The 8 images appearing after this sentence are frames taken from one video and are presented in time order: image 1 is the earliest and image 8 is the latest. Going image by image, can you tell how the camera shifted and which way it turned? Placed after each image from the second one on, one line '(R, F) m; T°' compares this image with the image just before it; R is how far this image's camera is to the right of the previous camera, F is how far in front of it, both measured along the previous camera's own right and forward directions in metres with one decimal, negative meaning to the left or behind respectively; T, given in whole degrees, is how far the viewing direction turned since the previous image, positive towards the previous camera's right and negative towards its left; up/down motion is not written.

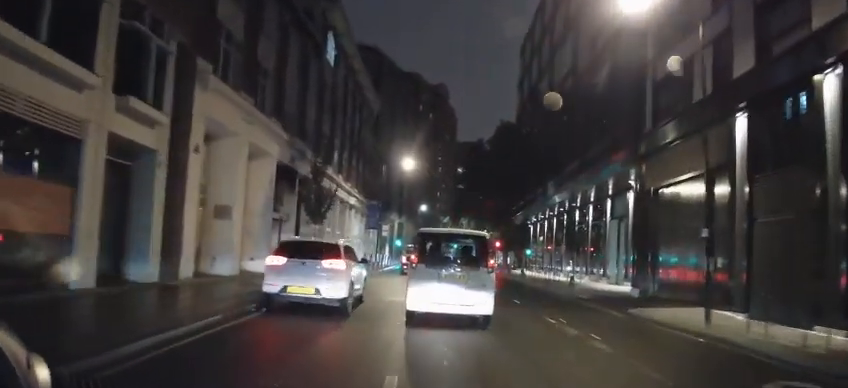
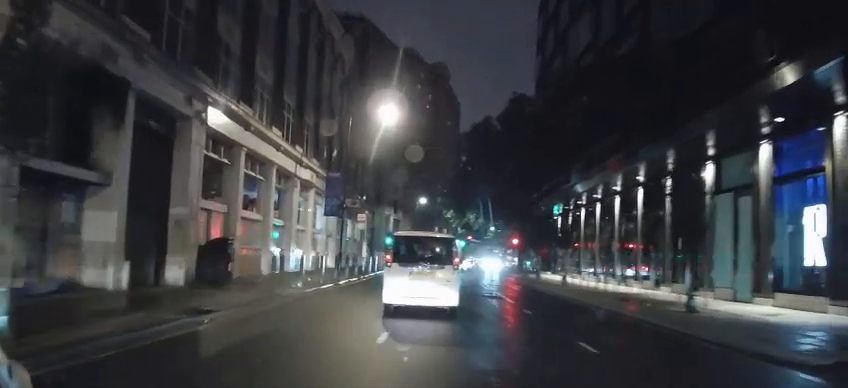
(-0.8, +14.5) m; -4°
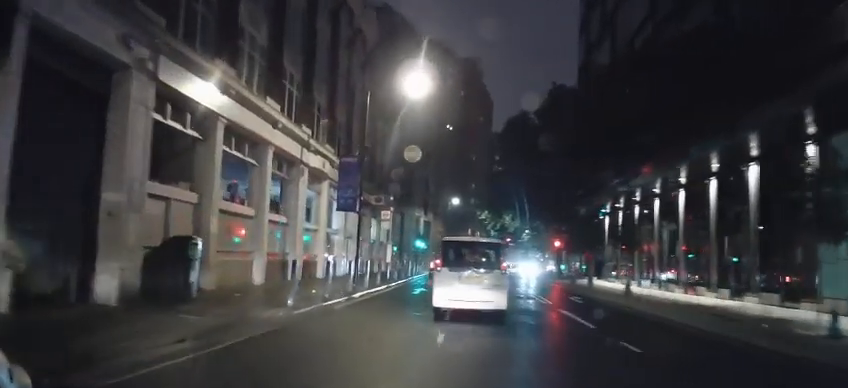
(0.0, +4.9) m; 0°
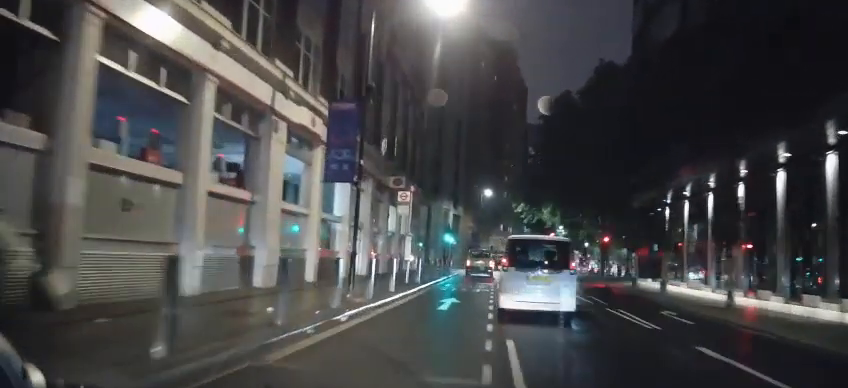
(0.0, +6.7) m; 0°
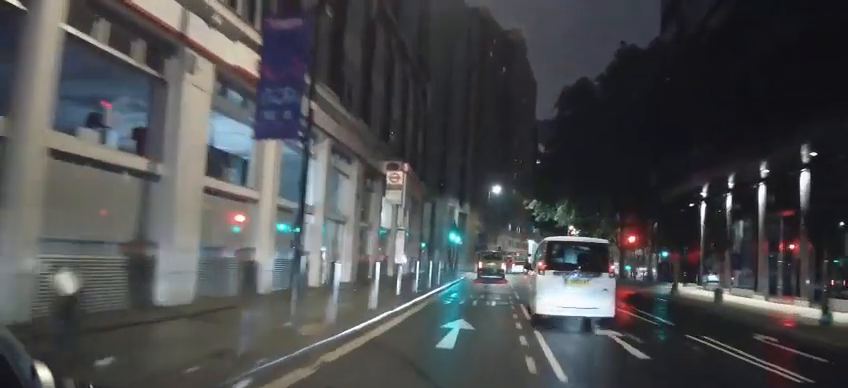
(0.0, +5.1) m; 0°
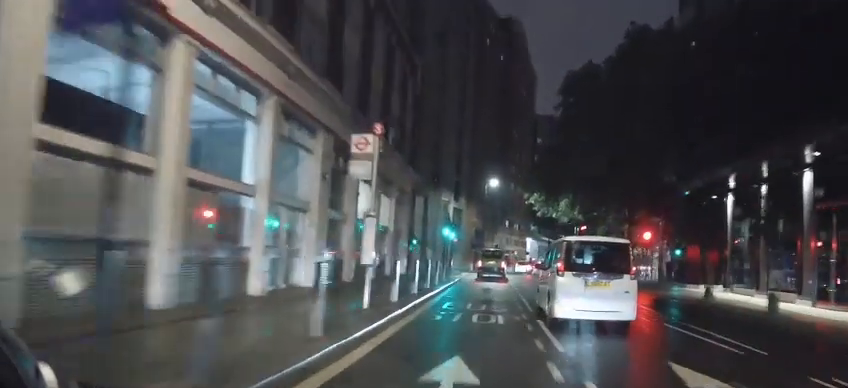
(0.0, +4.6) m; 0°
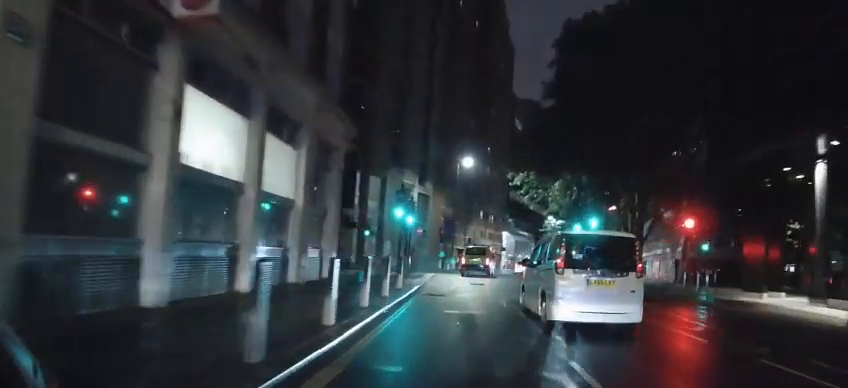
(+0.3, +12.0) m; +3°
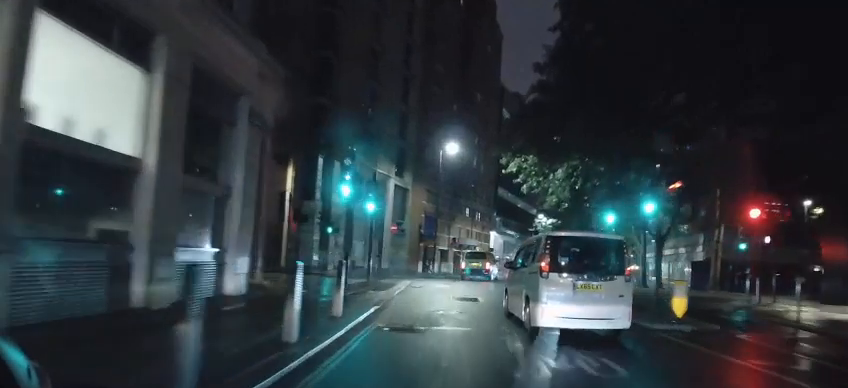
(+0.2, +7.8) m; 0°
